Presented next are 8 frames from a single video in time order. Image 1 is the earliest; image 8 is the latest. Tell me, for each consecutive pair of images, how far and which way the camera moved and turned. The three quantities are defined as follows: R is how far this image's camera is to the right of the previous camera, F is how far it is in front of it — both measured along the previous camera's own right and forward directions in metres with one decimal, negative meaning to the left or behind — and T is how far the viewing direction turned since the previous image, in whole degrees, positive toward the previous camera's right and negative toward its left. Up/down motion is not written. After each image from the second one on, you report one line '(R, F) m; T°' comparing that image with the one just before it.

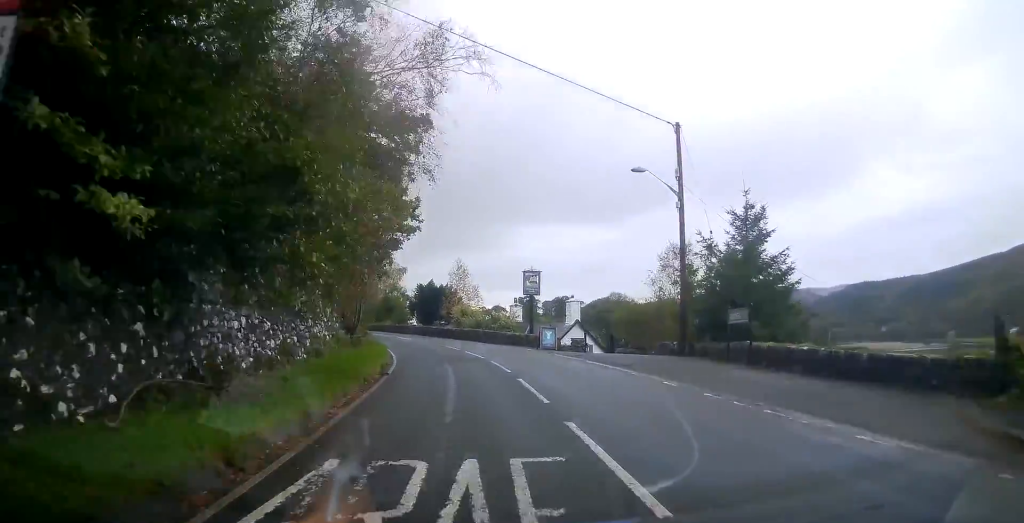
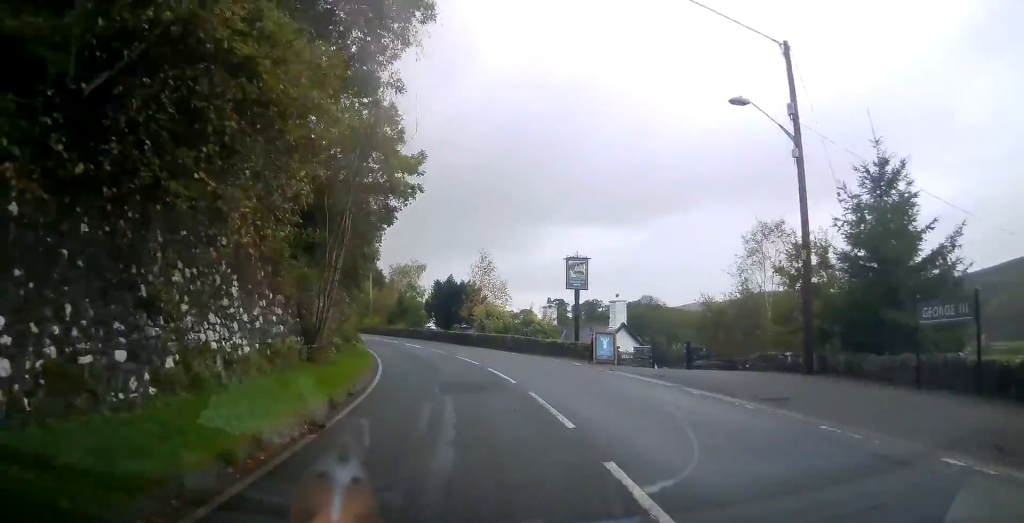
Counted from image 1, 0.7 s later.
(-0.6, +8.3) m; -3°
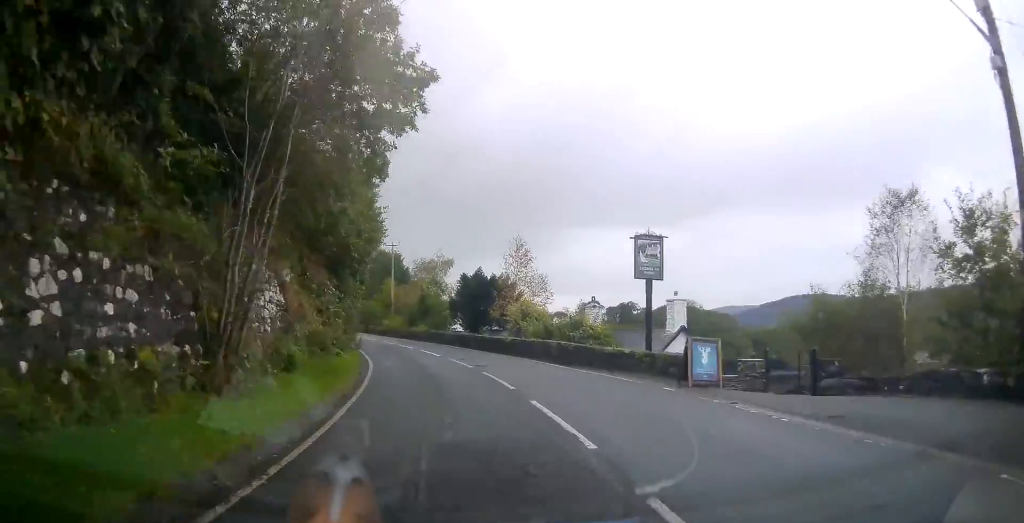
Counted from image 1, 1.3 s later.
(-0.2, +7.0) m; -2°
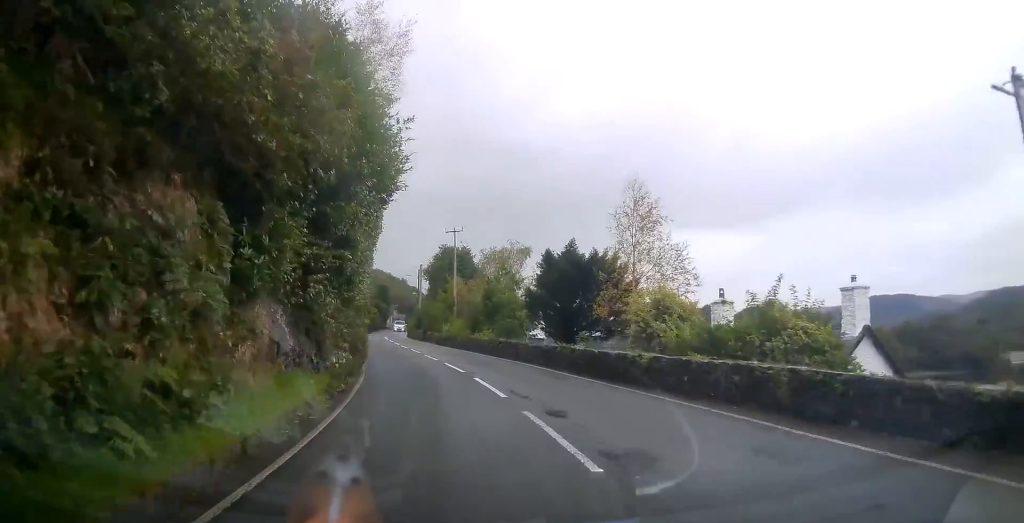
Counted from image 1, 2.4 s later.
(-0.4, +12.7) m; -5°
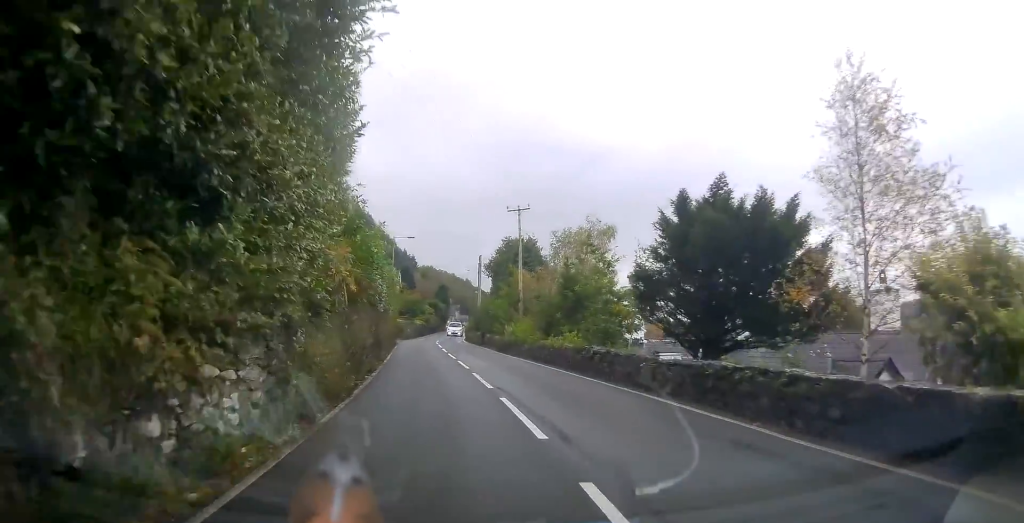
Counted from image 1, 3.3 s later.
(-0.4, +9.9) m; -6°
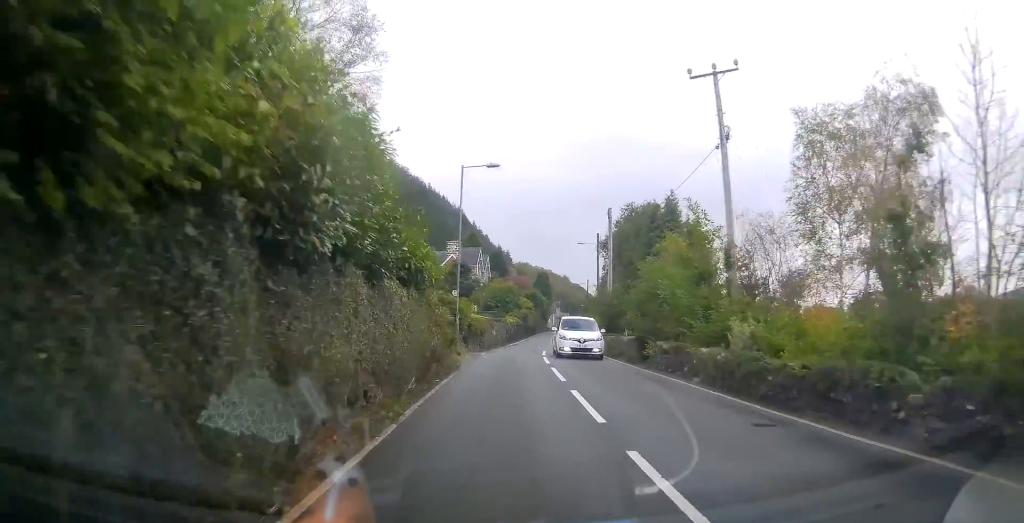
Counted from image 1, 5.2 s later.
(-2.4, +21.9) m; -8°
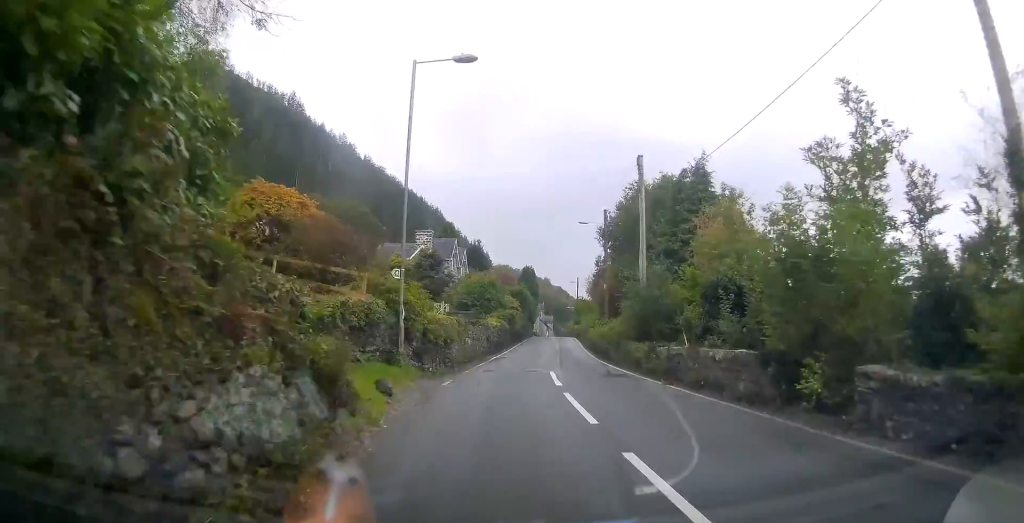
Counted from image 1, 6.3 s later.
(+0.4, +11.6) m; +4°
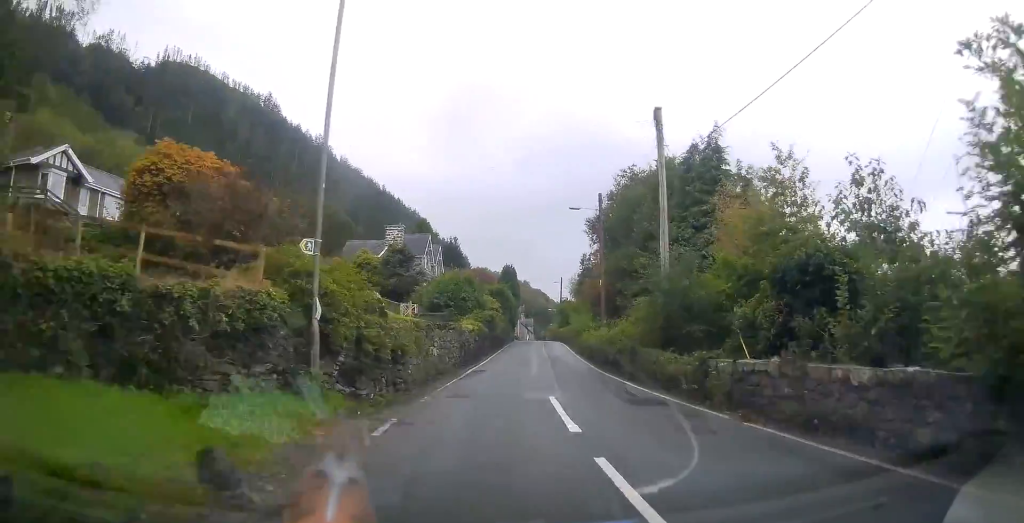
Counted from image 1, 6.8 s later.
(0.0, +5.8) m; +2°
